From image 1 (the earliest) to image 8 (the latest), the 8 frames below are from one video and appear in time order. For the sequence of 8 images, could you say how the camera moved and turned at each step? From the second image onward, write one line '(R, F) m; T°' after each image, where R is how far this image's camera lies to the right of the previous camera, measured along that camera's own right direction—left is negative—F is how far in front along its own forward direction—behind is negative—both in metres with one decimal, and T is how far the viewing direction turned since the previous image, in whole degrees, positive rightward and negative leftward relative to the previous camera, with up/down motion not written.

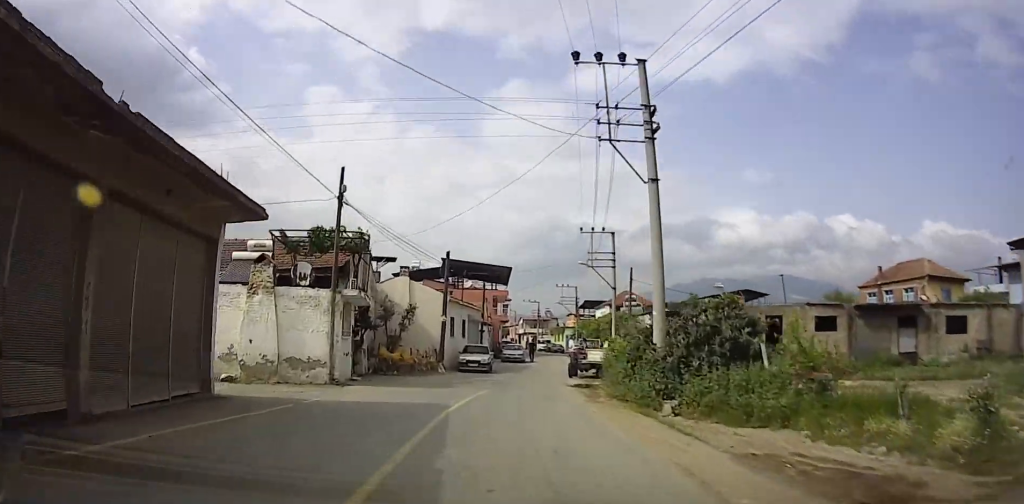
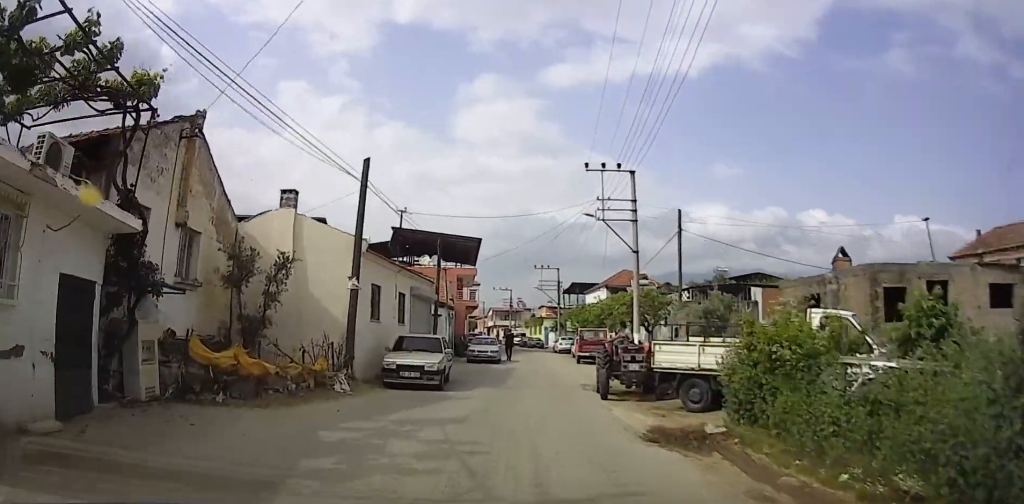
(+0.7, +13.9) m; +7°
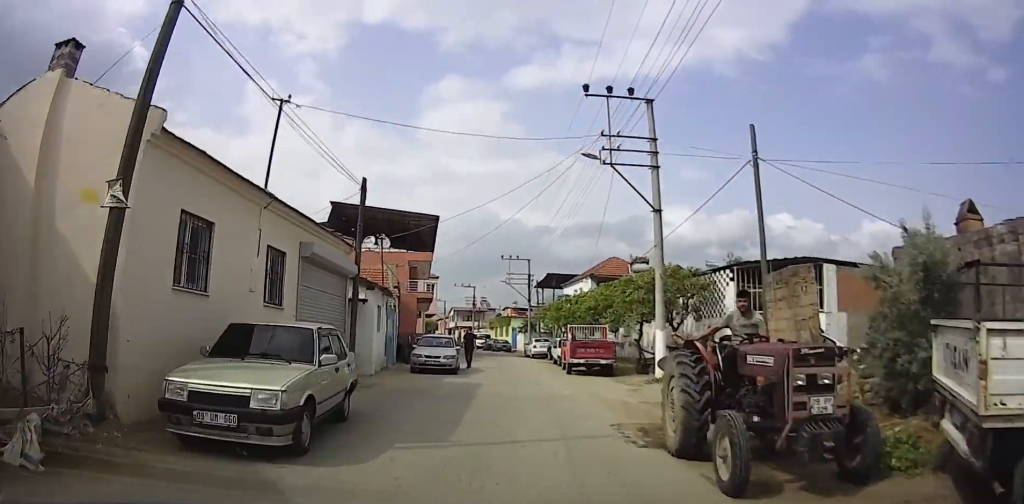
(+0.5, +9.2) m; +3°
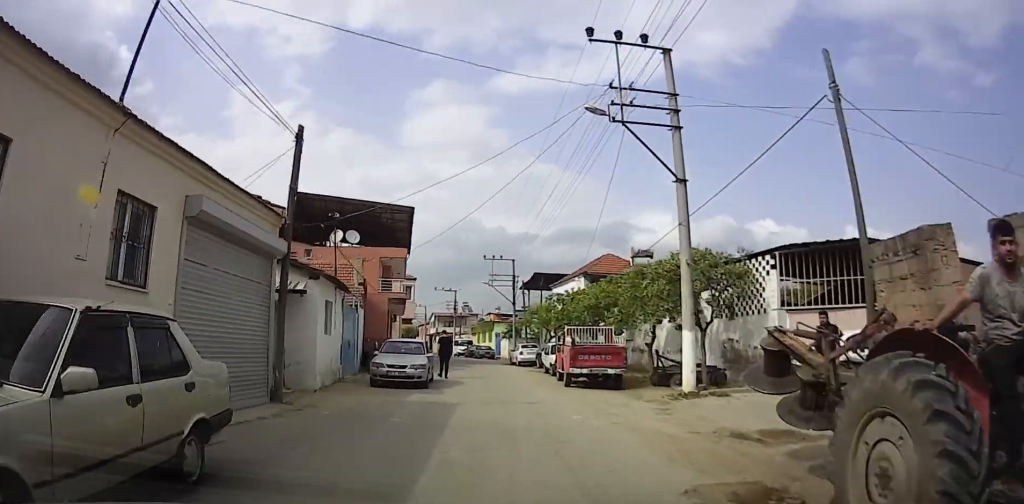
(0.0, +4.3) m; 0°
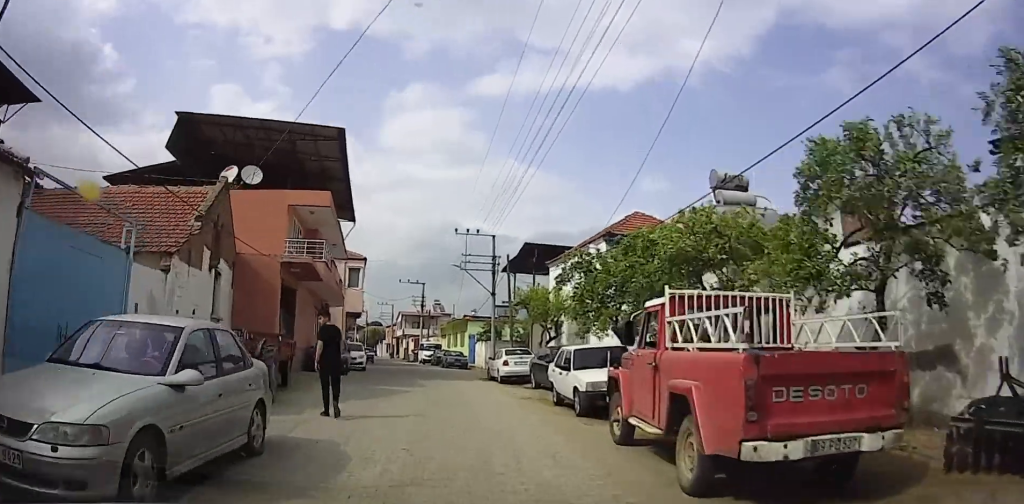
(0.0, +13.0) m; 0°
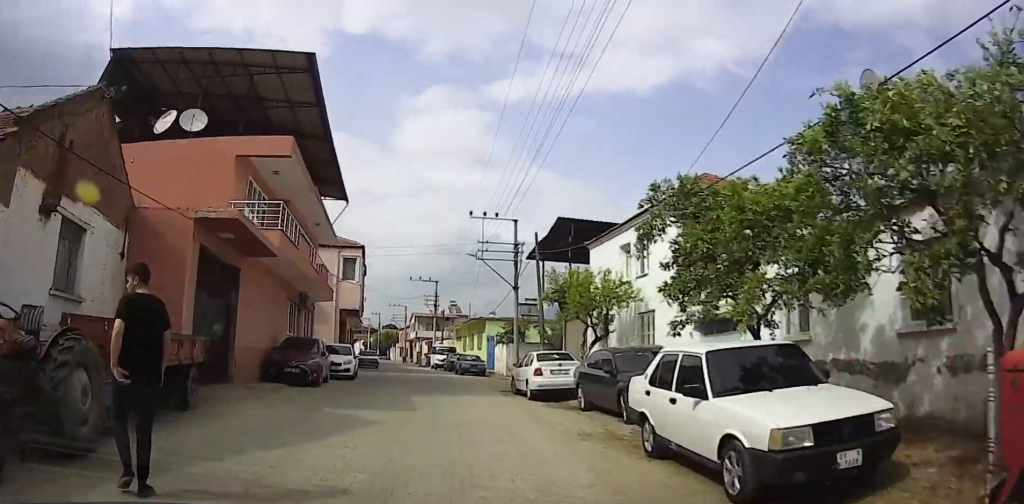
(0.0, +6.8) m; 0°
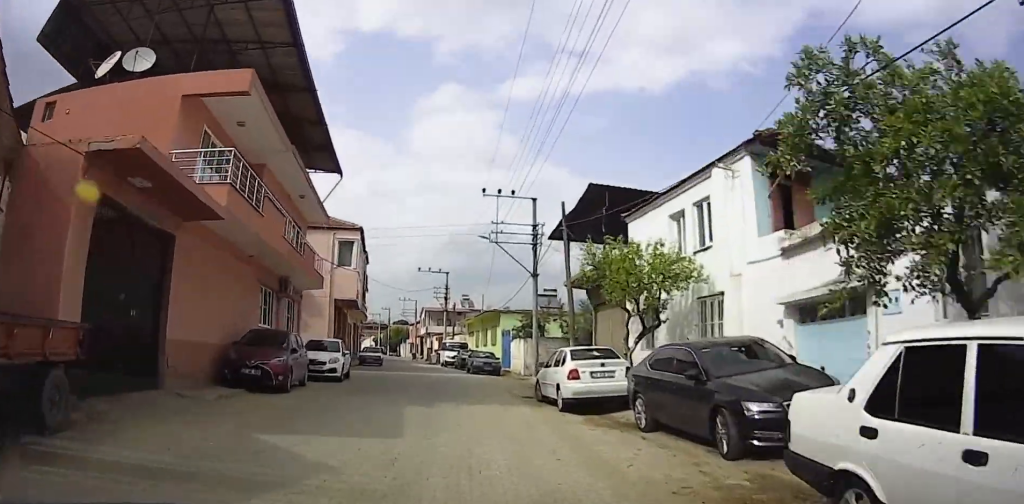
(0.0, +4.1) m; +1°
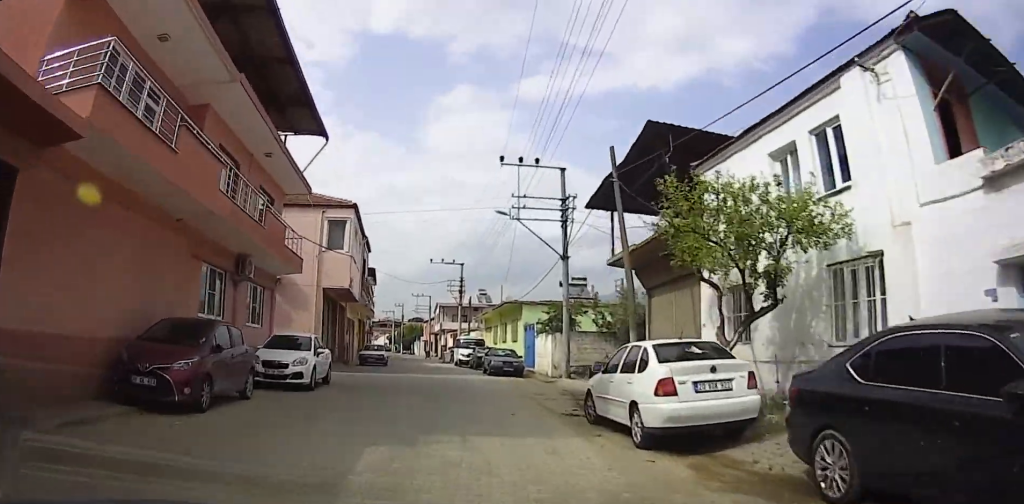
(-0.1, +5.3) m; +1°
